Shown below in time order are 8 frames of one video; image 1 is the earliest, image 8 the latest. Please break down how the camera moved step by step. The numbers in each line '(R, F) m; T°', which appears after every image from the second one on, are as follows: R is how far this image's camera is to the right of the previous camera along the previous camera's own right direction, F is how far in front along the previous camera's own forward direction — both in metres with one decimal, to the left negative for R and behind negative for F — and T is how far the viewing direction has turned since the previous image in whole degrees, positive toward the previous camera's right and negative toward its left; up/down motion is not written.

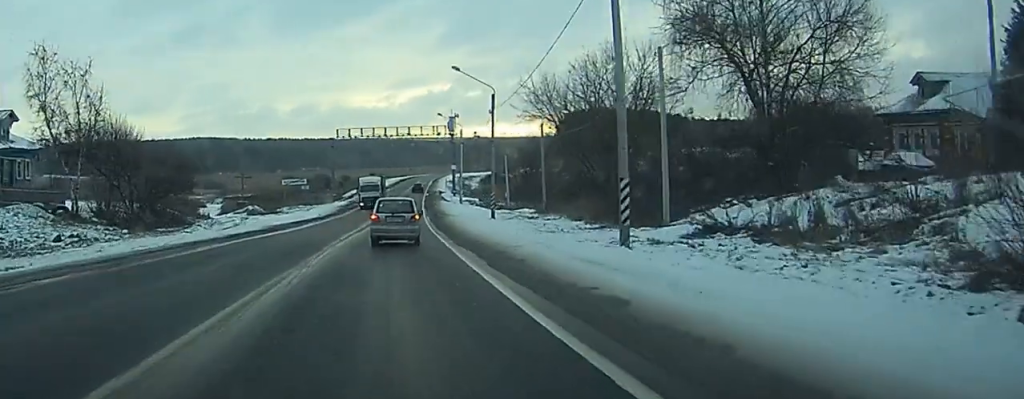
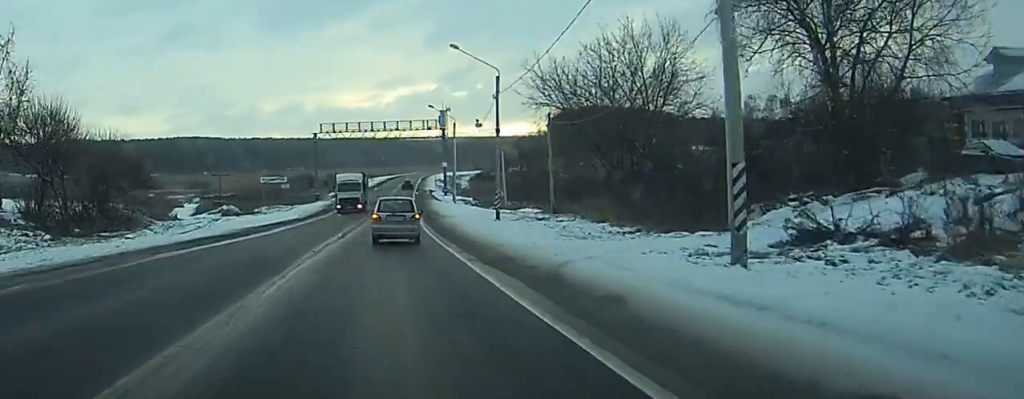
(+0.1, +7.1) m; +1°
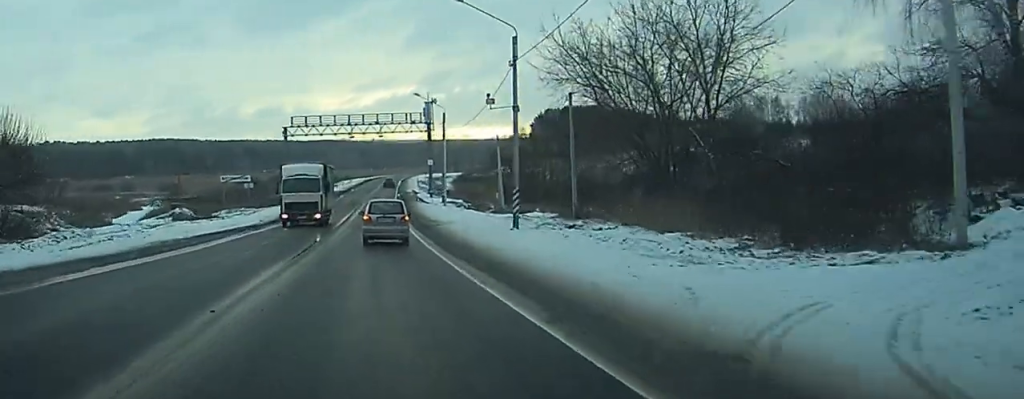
(+0.1, +11.0) m; +1°
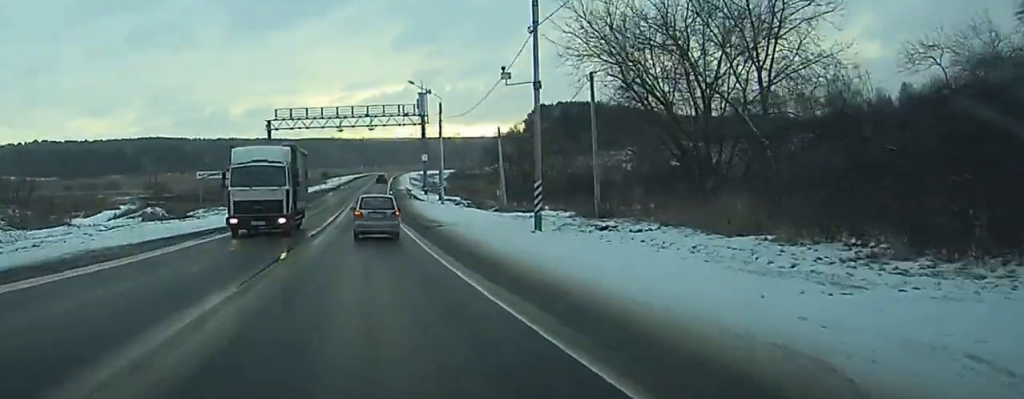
(0.0, +6.0) m; +1°
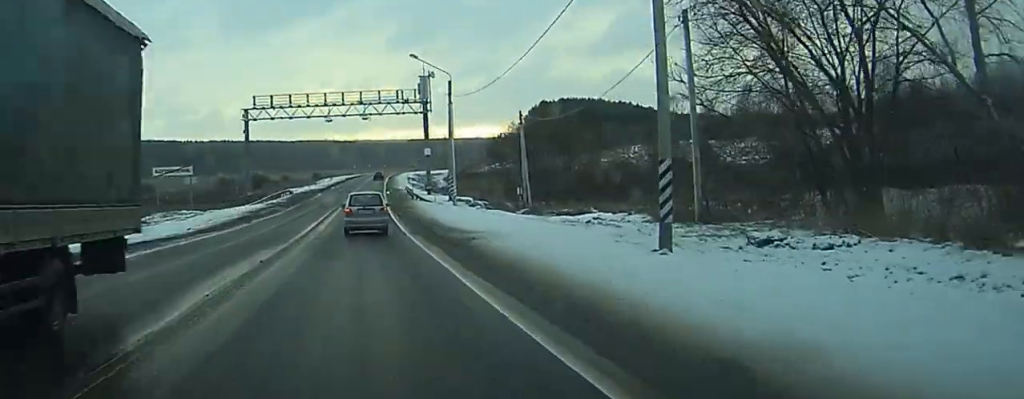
(+0.2, +13.0) m; +1°
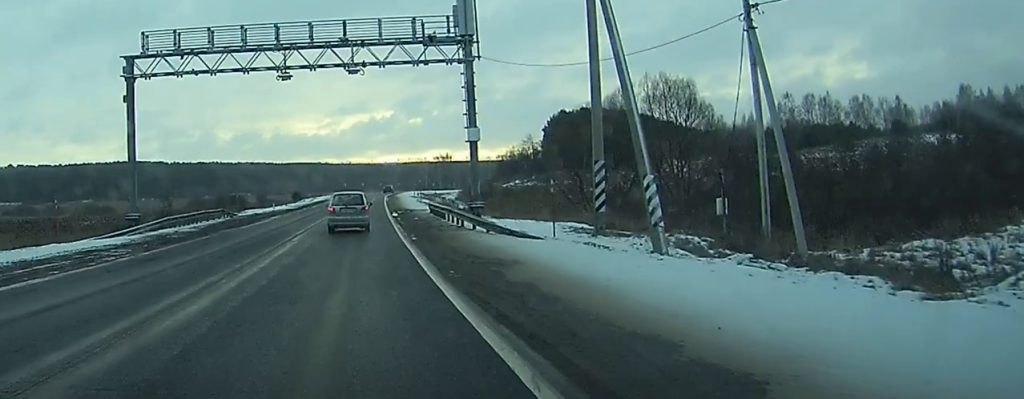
(+0.9, +45.7) m; +2°
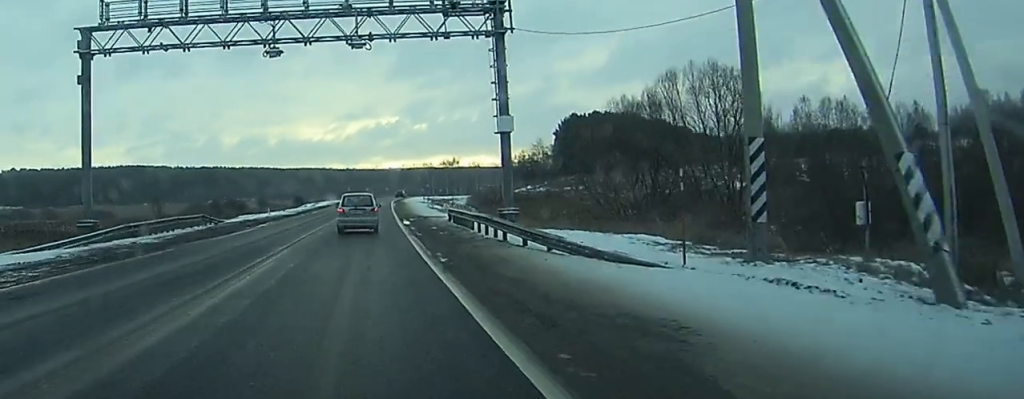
(0.0, +9.1) m; 0°
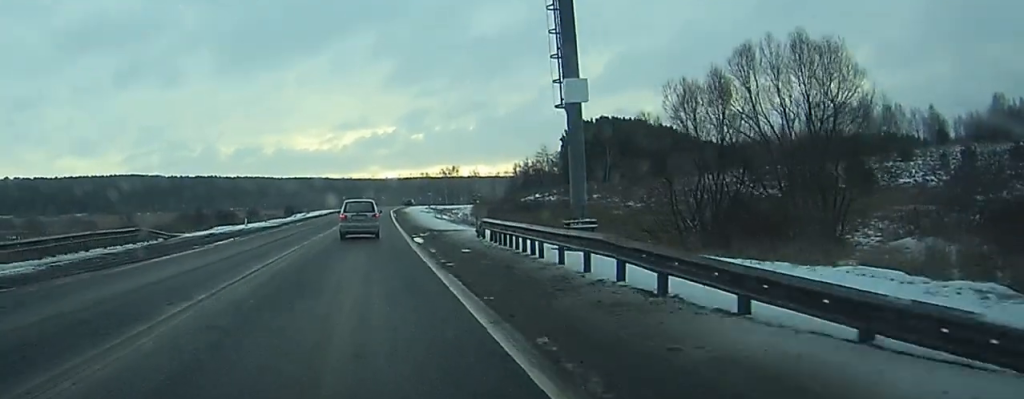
(0.0, +13.0) m; 0°
